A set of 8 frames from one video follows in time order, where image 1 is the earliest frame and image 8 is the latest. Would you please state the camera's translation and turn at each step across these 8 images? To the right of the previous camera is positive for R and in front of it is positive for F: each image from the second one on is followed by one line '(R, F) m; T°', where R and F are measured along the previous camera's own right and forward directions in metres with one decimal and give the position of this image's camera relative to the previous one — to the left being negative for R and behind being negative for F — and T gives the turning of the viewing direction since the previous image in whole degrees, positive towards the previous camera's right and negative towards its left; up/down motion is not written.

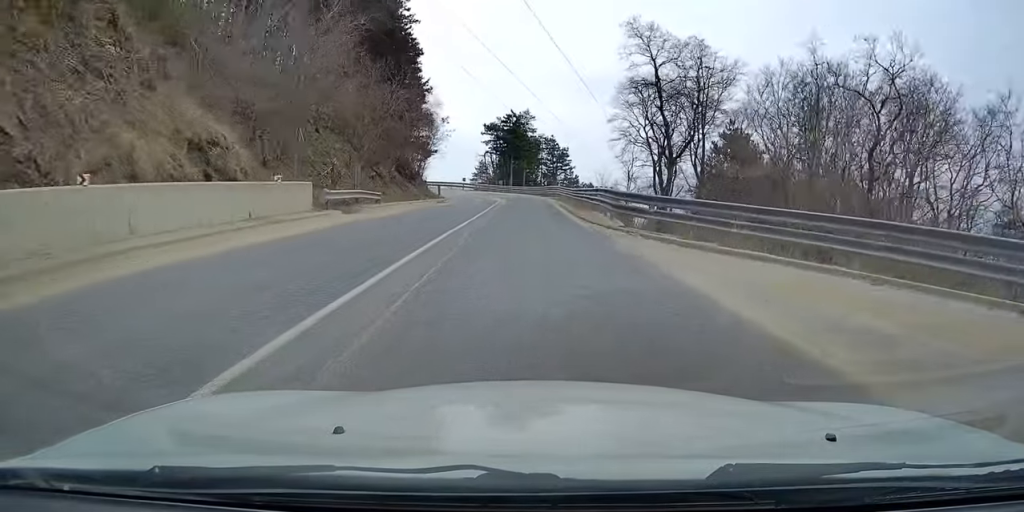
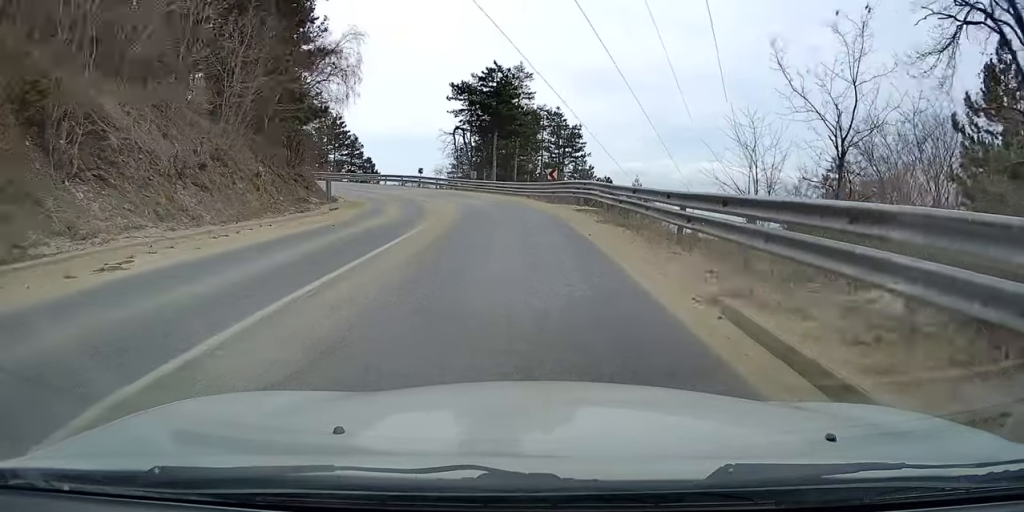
(+2.1, +37.0) m; 0°
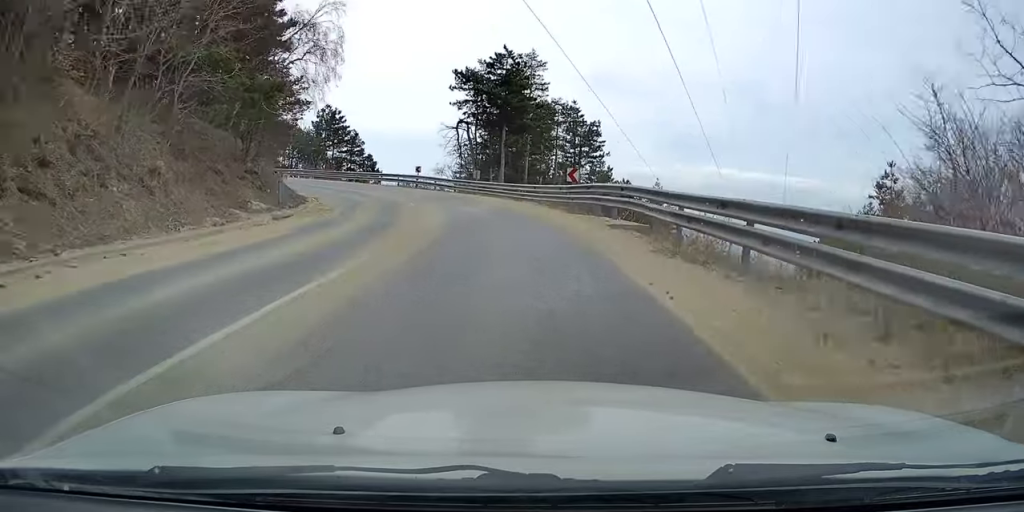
(0.0, +7.7) m; -3°
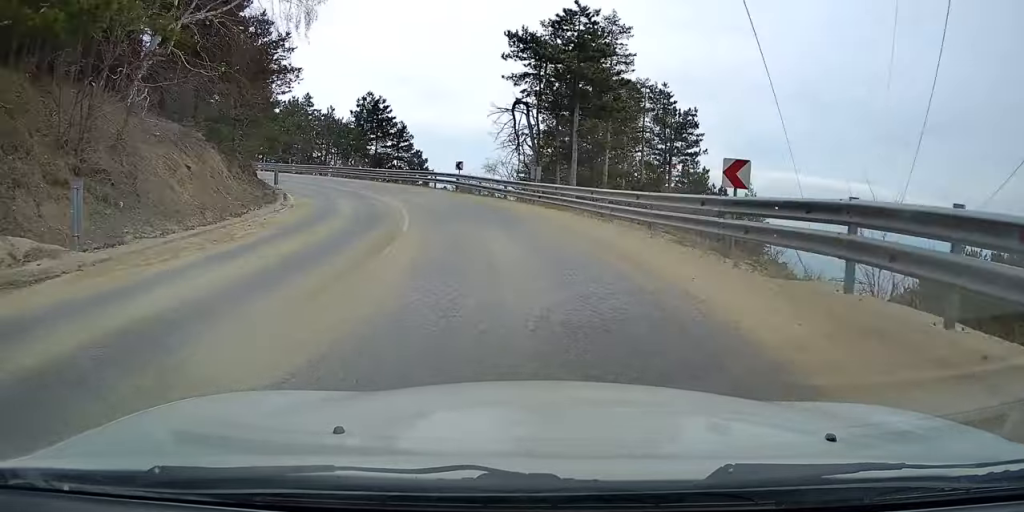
(-0.7, +14.2) m; -7°
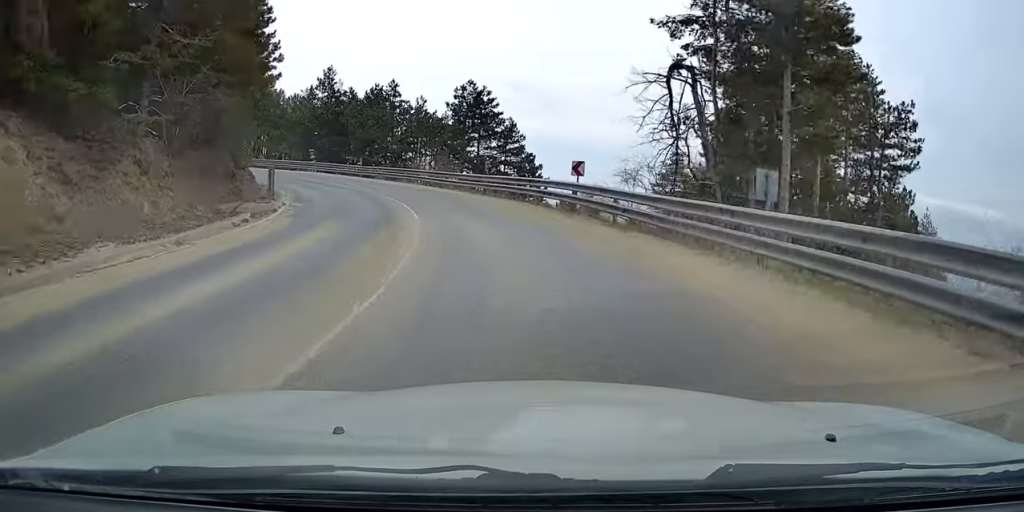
(-1.4, +16.5) m; -7°
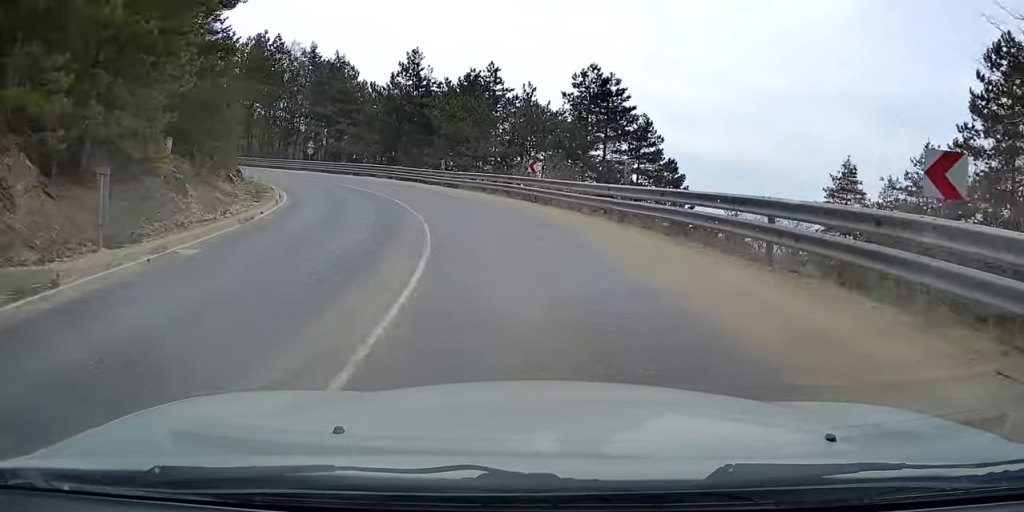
(-0.2, +15.9) m; -1°
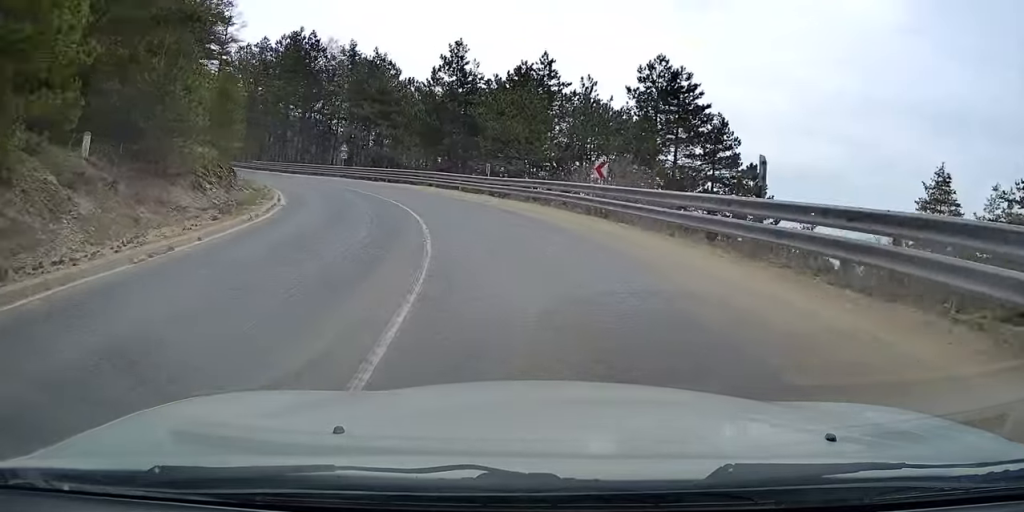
(-0.1, +7.1) m; -5°
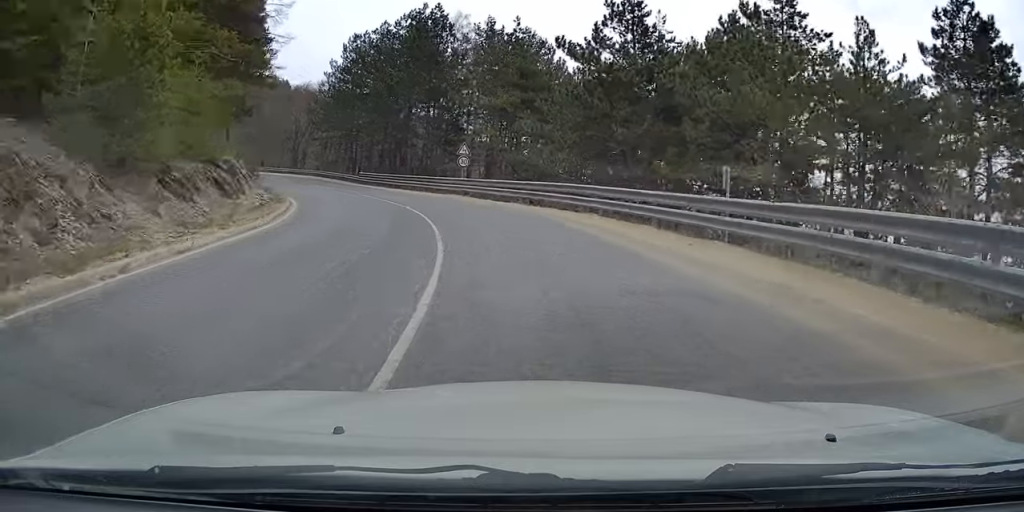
(-2.7, +19.9) m; -18°
